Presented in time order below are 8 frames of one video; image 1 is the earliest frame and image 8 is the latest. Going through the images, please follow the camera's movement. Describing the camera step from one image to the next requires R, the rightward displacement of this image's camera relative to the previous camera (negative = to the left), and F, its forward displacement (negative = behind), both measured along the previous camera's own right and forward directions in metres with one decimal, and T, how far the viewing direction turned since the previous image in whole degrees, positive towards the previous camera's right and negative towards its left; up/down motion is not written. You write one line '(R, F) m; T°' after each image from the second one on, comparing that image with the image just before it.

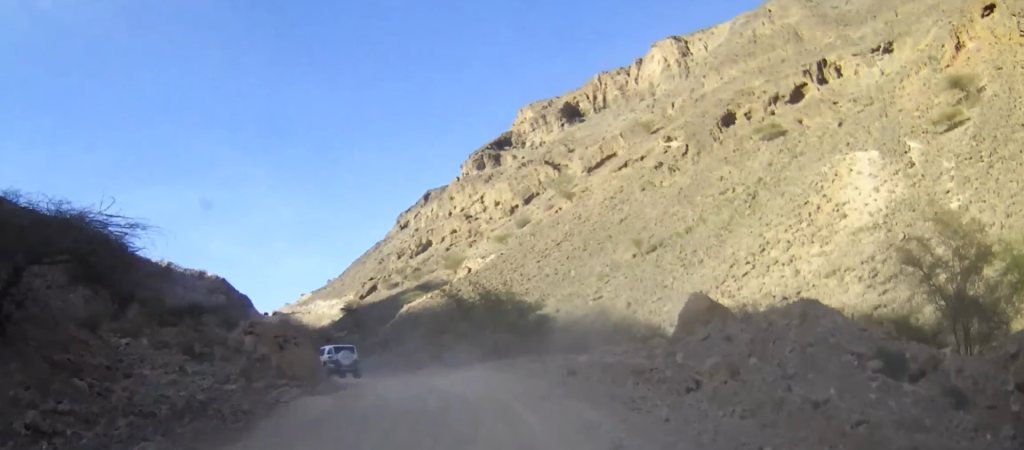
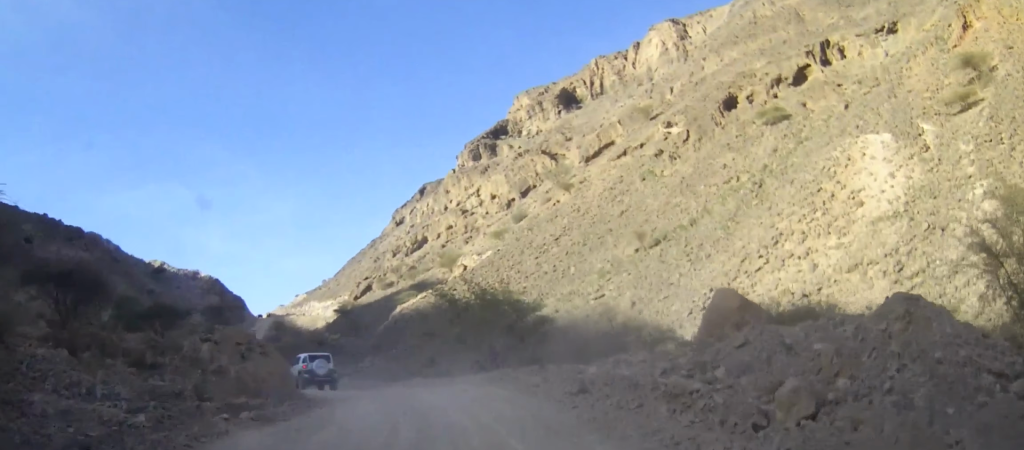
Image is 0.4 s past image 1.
(0.0, +2.8) m; +1°
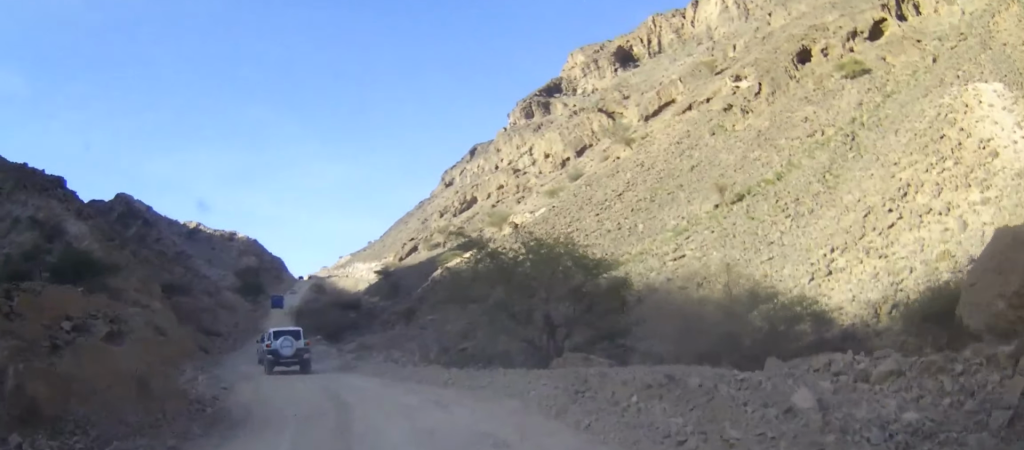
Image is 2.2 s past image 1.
(0.0, +12.2) m; -2°
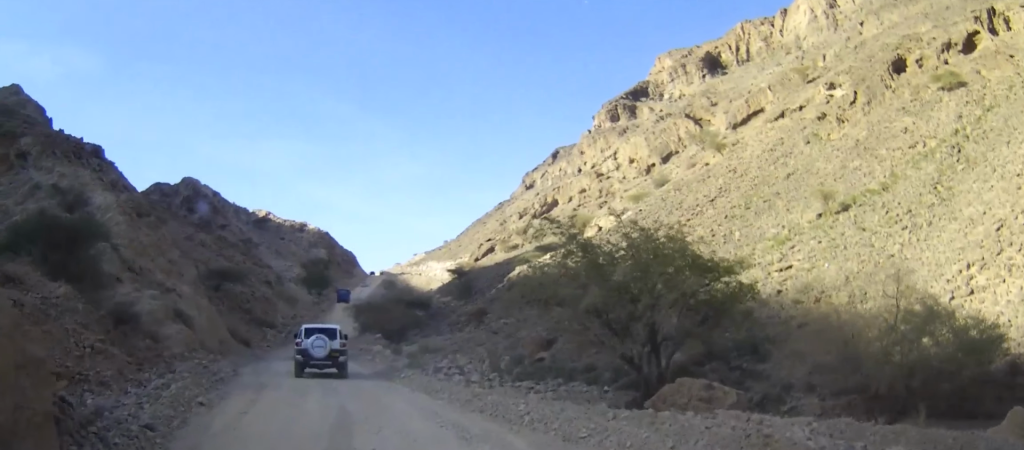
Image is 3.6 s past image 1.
(-0.3, +6.8) m; -5°
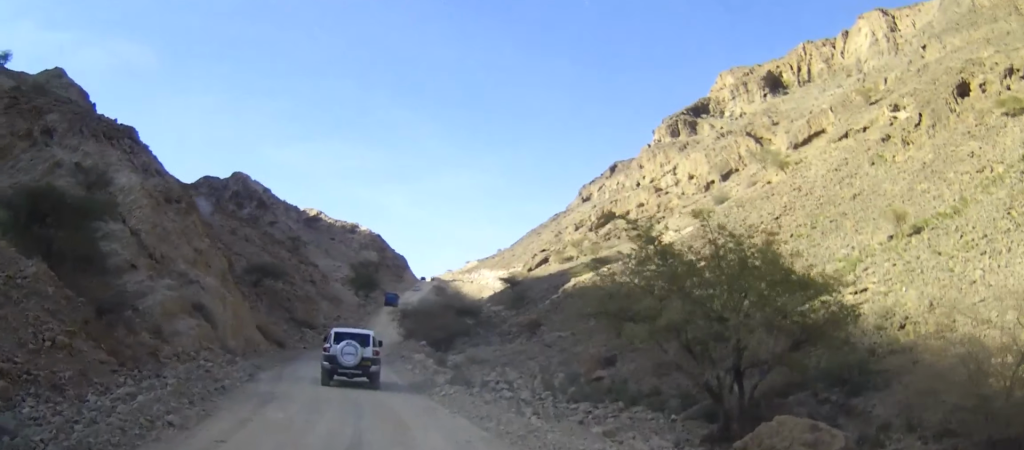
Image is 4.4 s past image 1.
(-0.1, +3.2) m; -3°
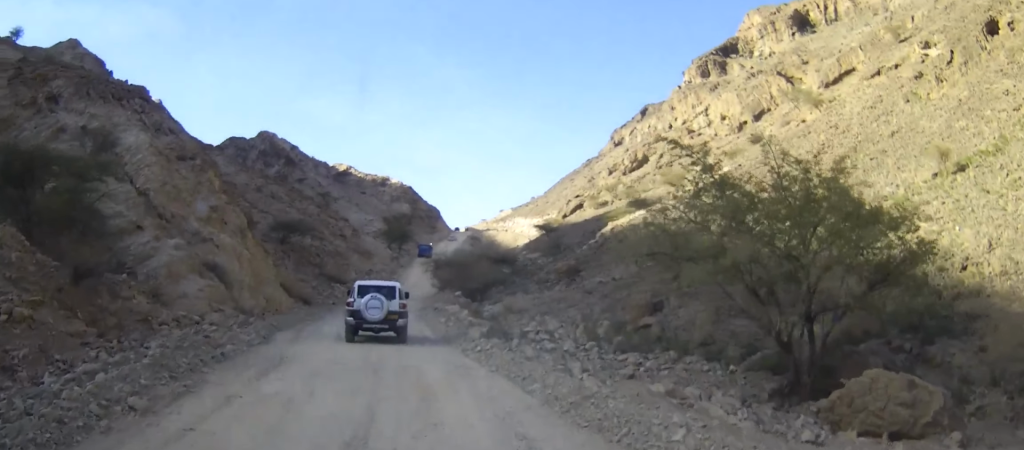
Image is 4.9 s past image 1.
(-0.1, +2.2) m; -2°
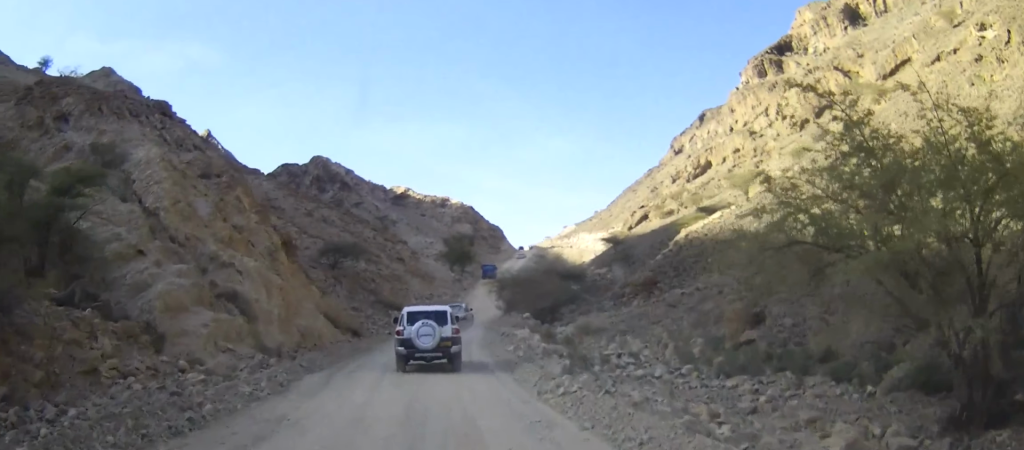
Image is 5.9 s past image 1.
(-0.2, +4.5) m; -4°
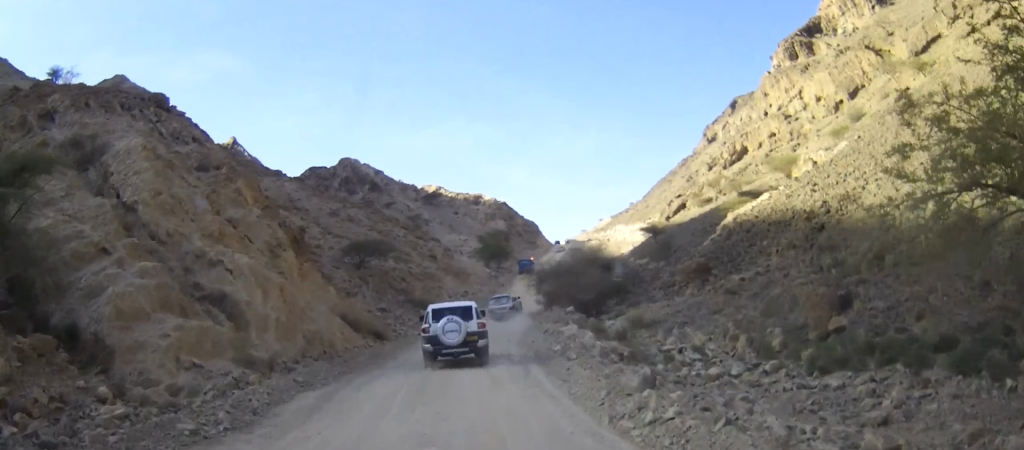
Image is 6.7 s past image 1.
(-0.1, +3.9) m; -3°
